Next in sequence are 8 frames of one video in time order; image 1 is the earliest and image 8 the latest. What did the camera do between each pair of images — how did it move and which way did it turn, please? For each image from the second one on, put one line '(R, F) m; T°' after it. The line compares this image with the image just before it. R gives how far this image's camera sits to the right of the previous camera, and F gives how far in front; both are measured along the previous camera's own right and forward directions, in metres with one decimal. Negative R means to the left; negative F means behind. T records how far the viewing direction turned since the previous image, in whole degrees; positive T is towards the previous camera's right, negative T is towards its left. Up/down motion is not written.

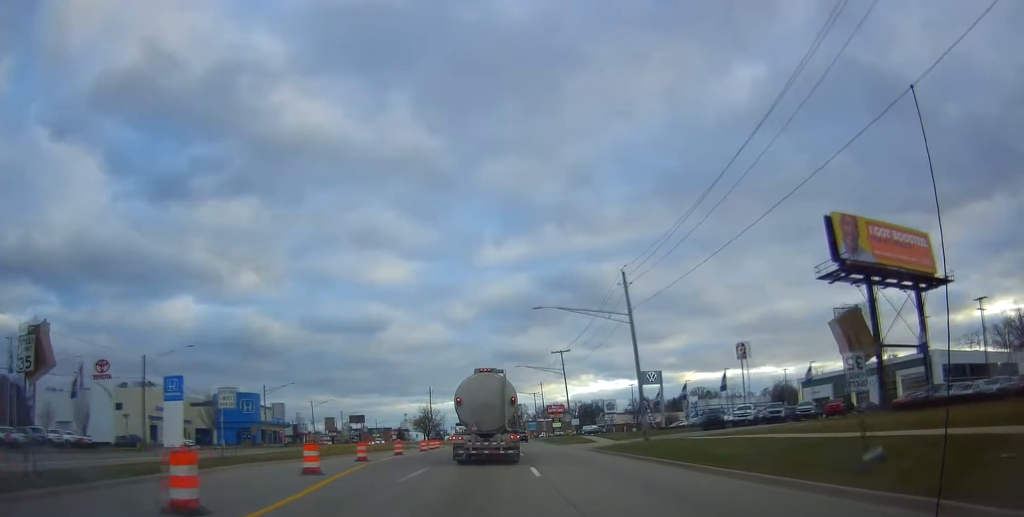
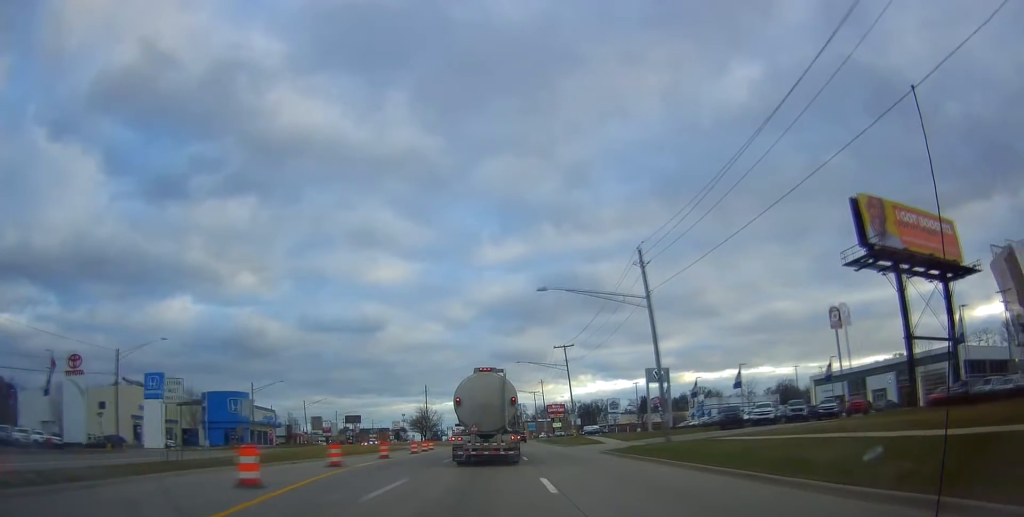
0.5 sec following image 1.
(-0.2, +4.5) m; +1°
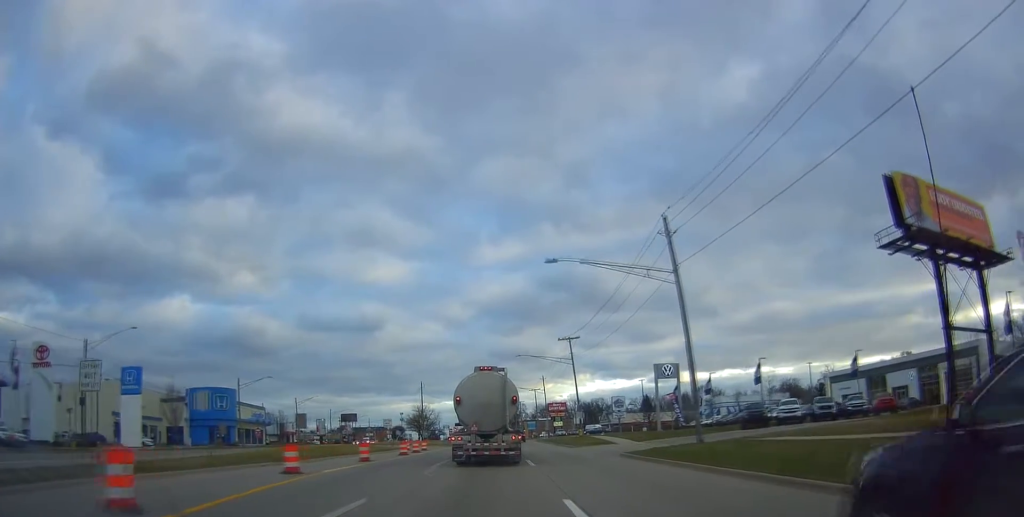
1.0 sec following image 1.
(+0.4, +5.1) m; 0°
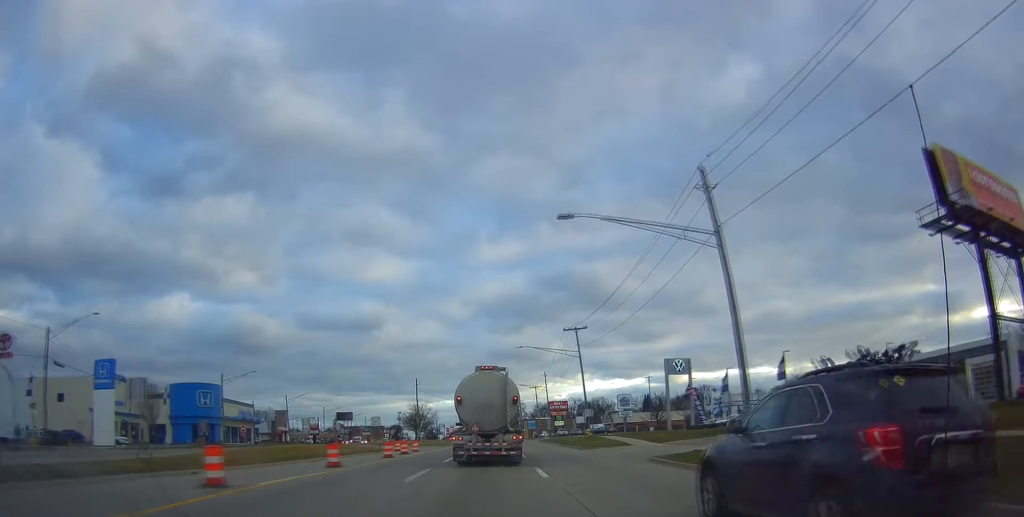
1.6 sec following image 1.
(+0.2, +5.6) m; 0°
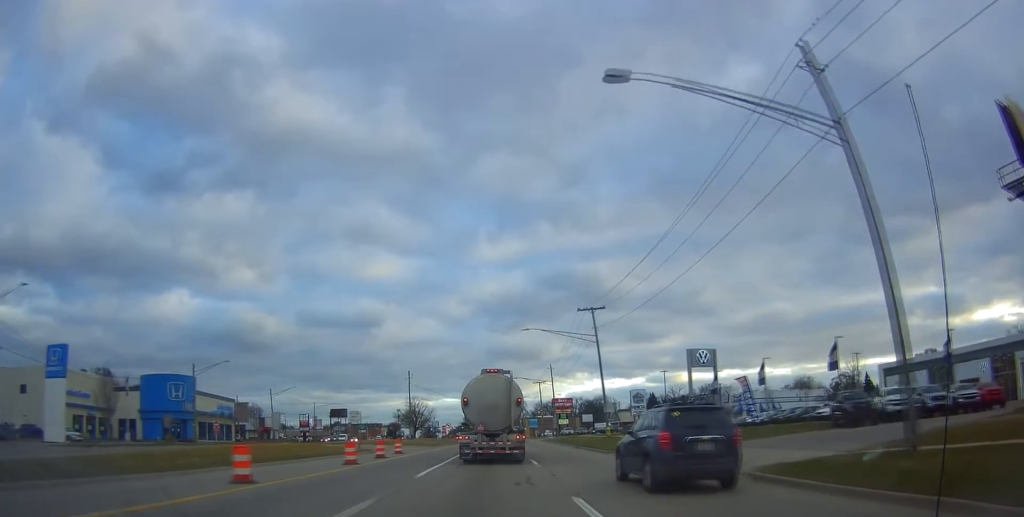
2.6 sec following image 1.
(-0.4, +9.3) m; 0°
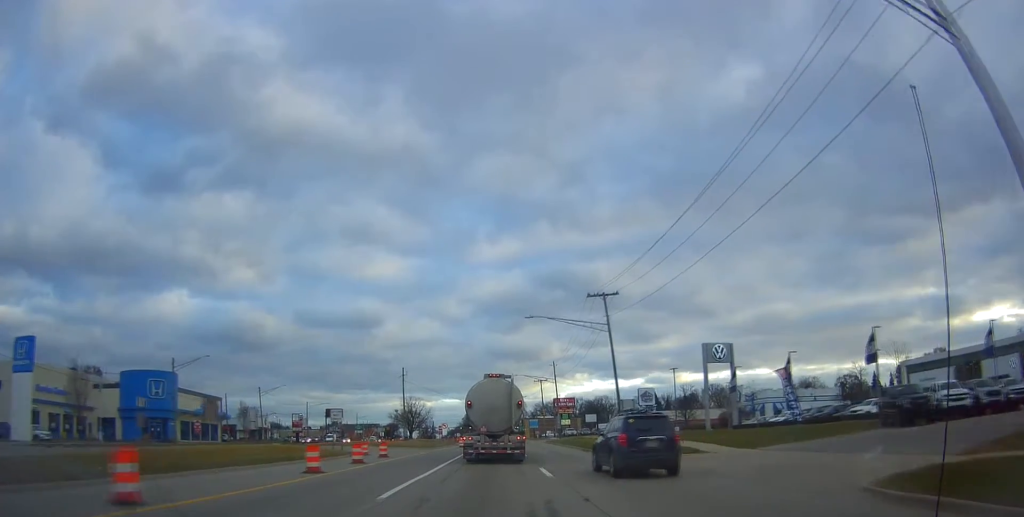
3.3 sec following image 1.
(+0.5, +5.5) m; 0°
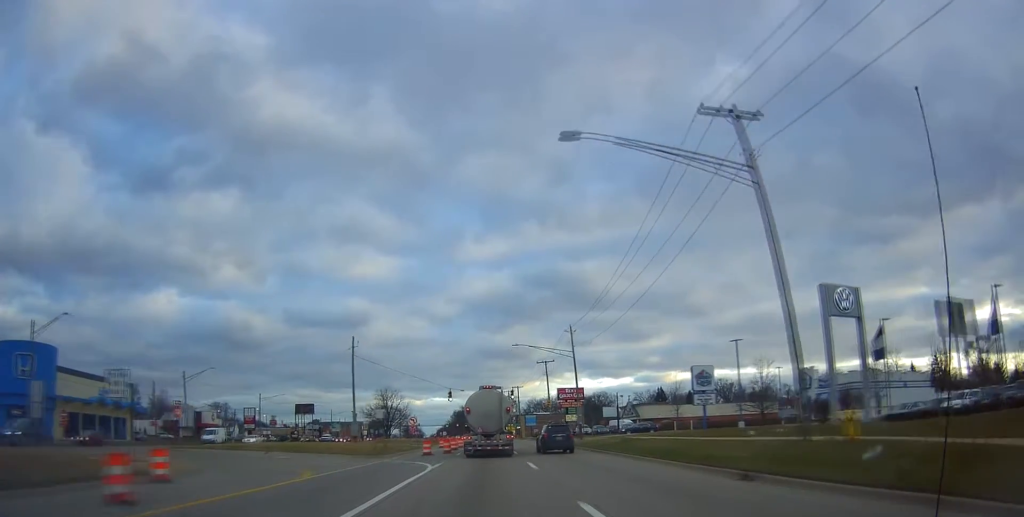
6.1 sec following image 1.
(-1.5, +25.5) m; 0°
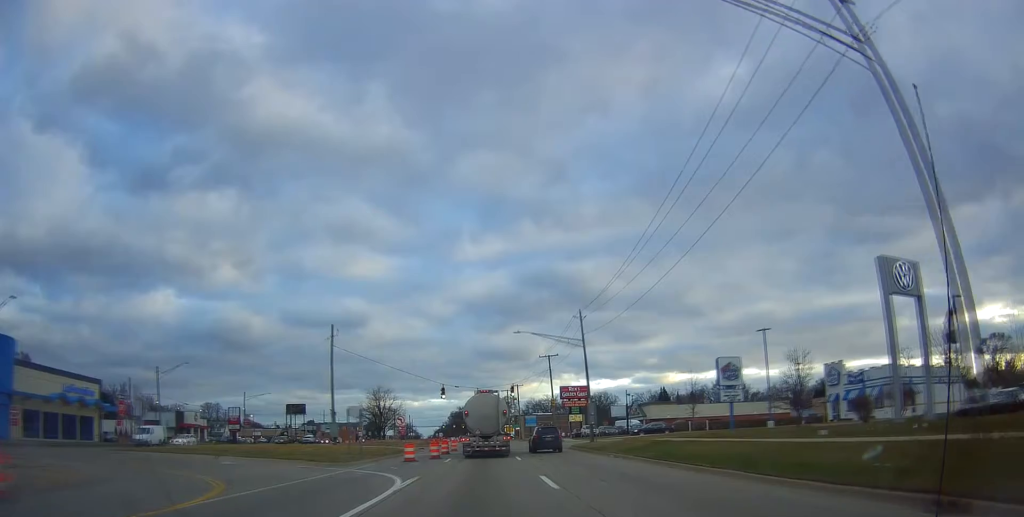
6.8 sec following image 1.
(+0.2, +7.1) m; +1°
